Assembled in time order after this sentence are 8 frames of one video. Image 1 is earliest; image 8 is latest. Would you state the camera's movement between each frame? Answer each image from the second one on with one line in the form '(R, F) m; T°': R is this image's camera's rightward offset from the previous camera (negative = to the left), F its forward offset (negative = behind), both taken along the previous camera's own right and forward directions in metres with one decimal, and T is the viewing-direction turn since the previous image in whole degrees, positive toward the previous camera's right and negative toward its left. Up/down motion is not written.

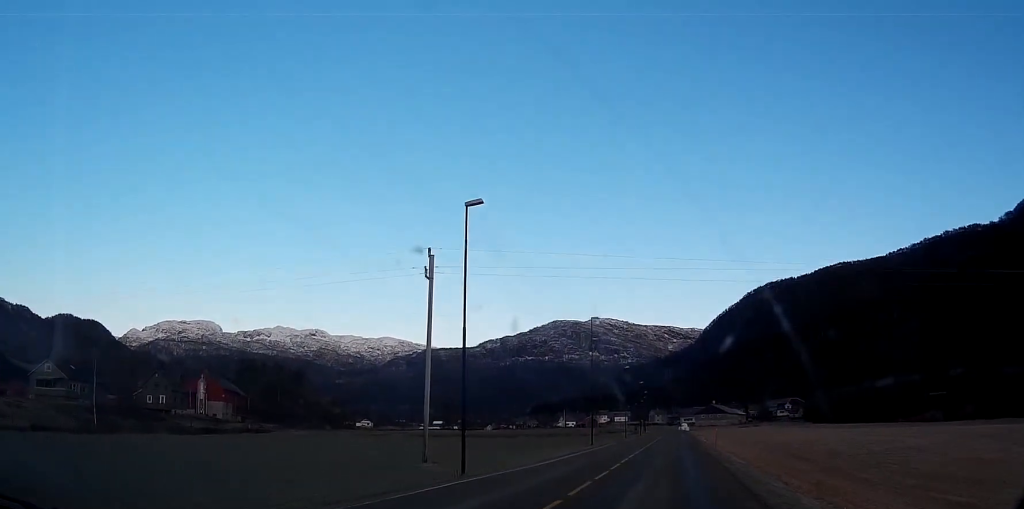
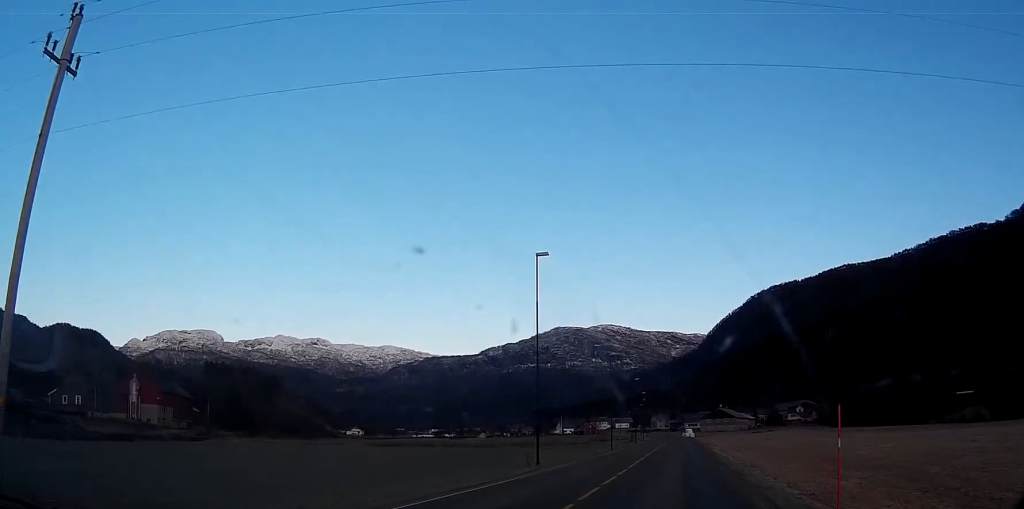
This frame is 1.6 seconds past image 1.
(-0.4, +27.3) m; -1°
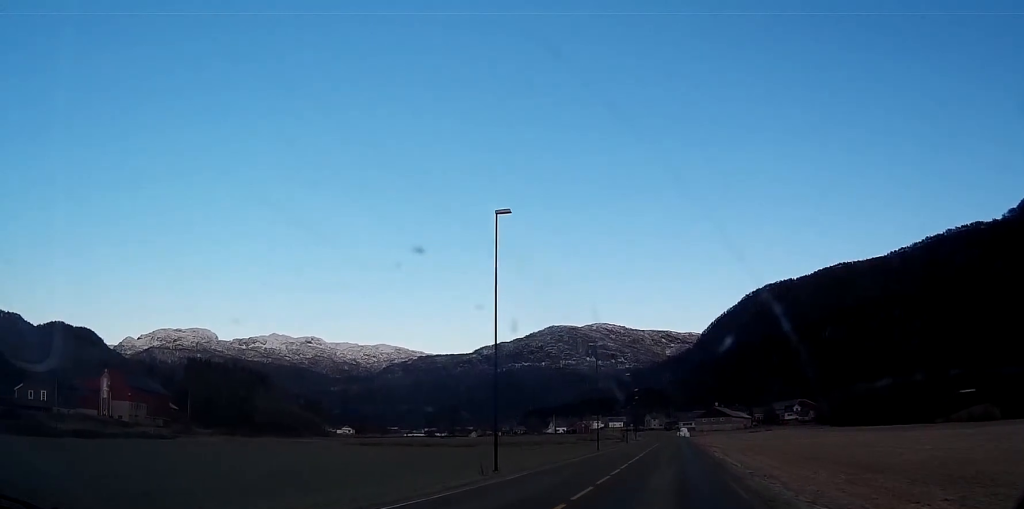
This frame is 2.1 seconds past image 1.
(0.0, +8.1) m; 0°
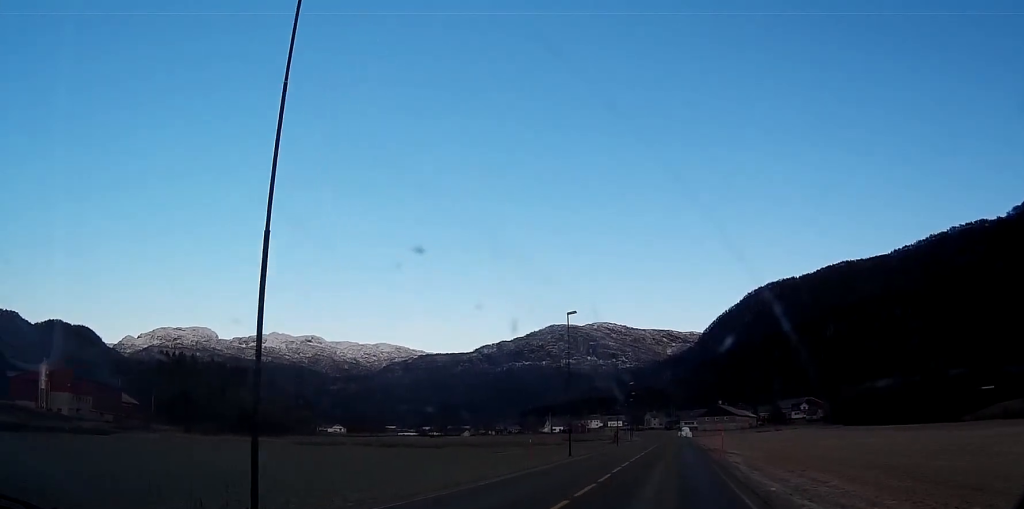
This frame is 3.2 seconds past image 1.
(+0.1, +19.2) m; 0°
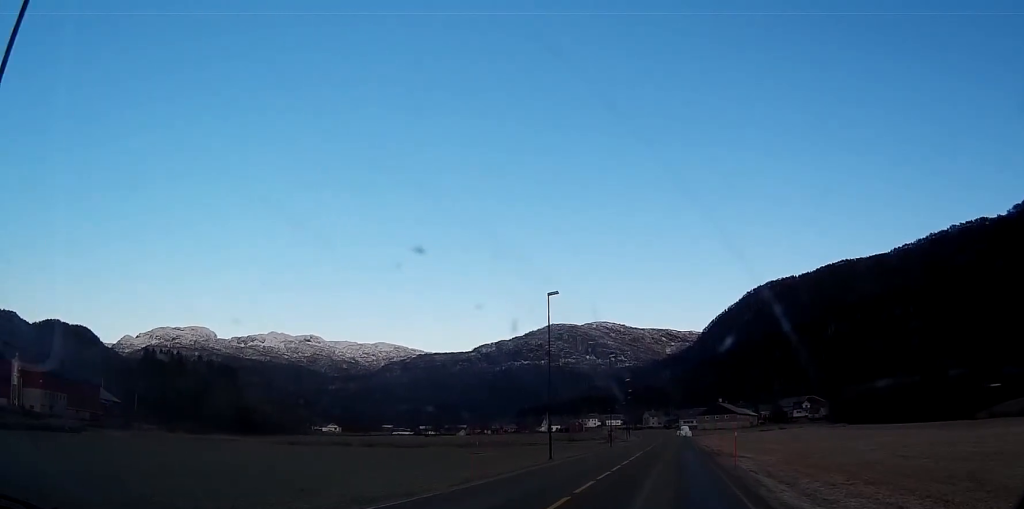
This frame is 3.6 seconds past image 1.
(0.0, +7.6) m; 0°
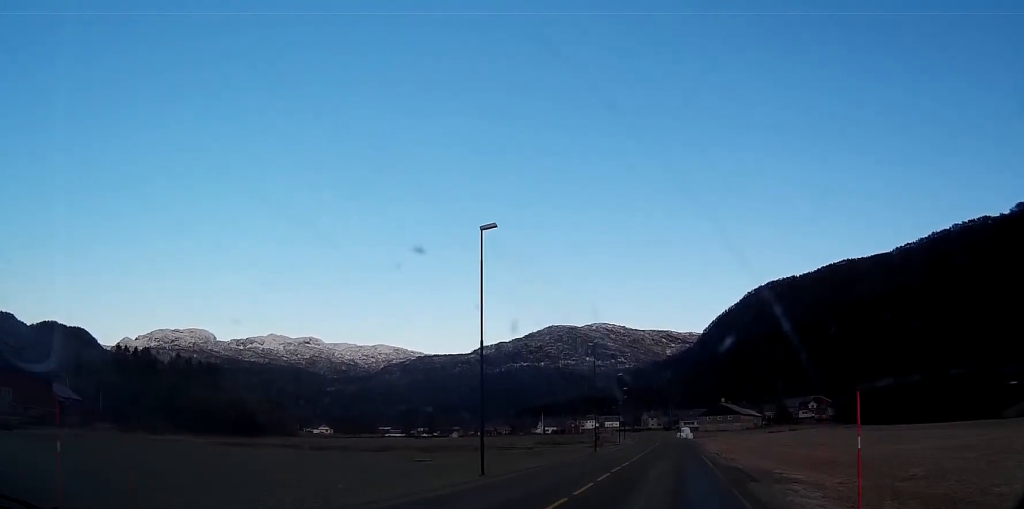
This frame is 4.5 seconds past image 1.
(0.0, +16.0) m; 0°
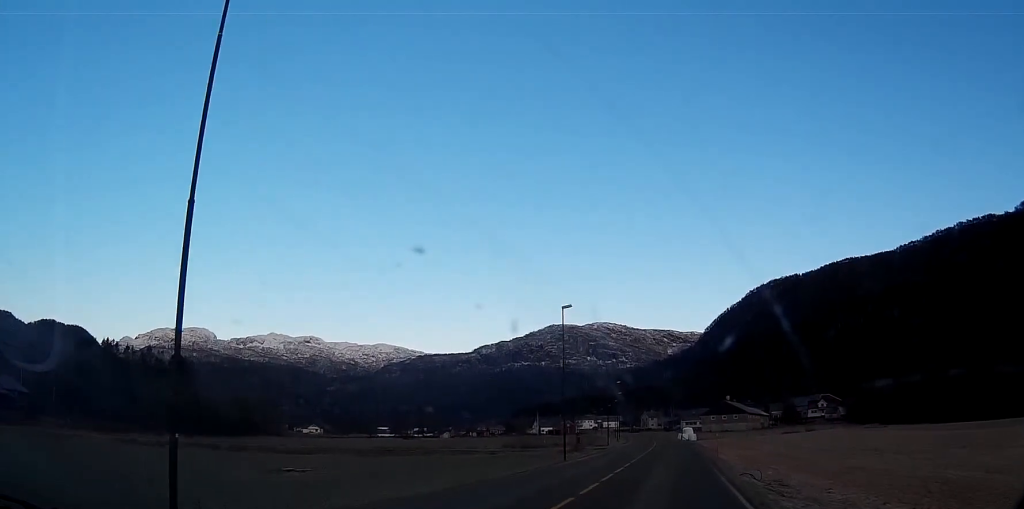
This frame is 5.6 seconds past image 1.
(-0.2, +19.5) m; -1°
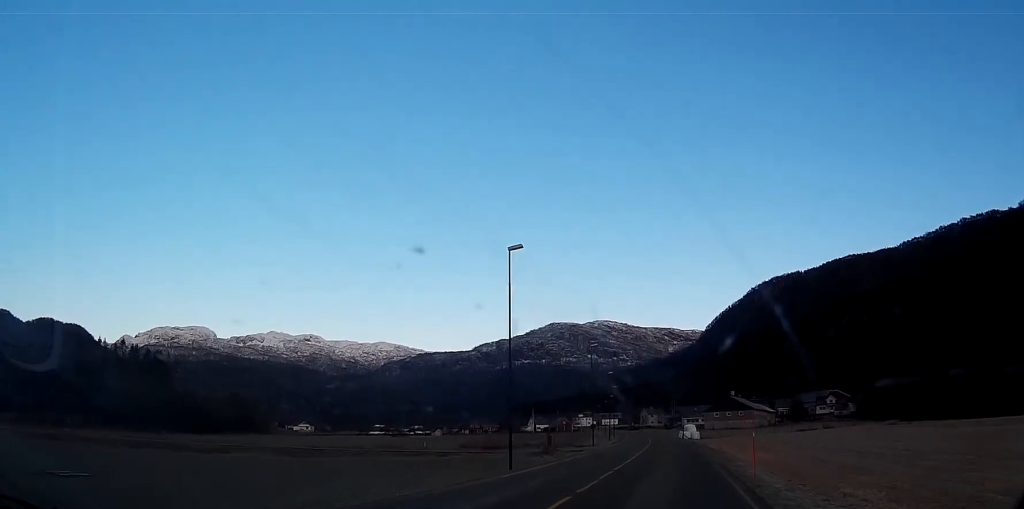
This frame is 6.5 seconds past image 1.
(0.0, +16.4) m; 0°
